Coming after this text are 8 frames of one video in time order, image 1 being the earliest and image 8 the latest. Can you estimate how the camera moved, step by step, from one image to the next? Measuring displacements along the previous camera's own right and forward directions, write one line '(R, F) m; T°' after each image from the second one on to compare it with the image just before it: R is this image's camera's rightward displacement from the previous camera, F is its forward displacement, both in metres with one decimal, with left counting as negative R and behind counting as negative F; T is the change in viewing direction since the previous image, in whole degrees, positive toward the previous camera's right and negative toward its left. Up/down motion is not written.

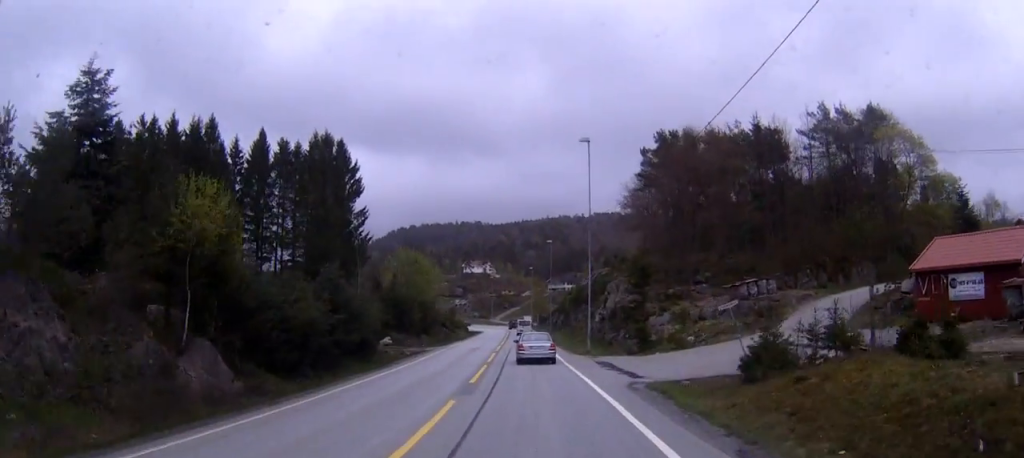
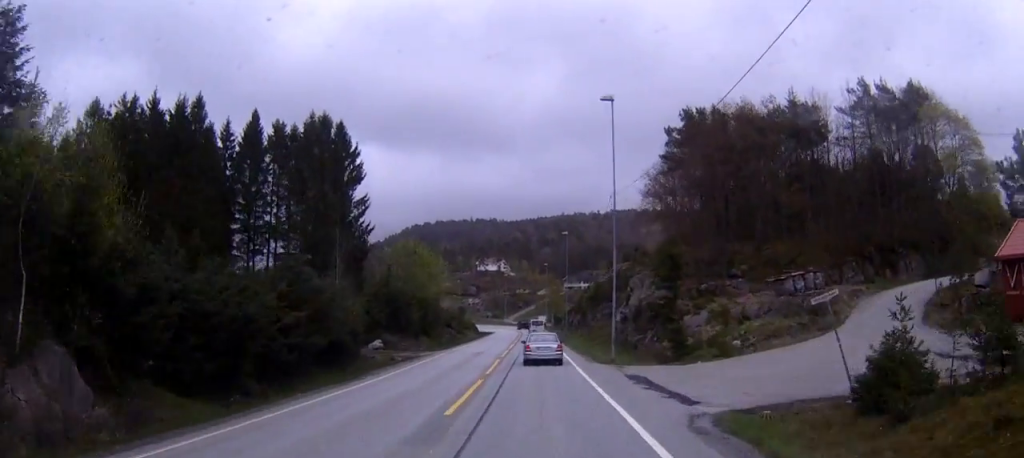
(-0.1, +7.5) m; -1°
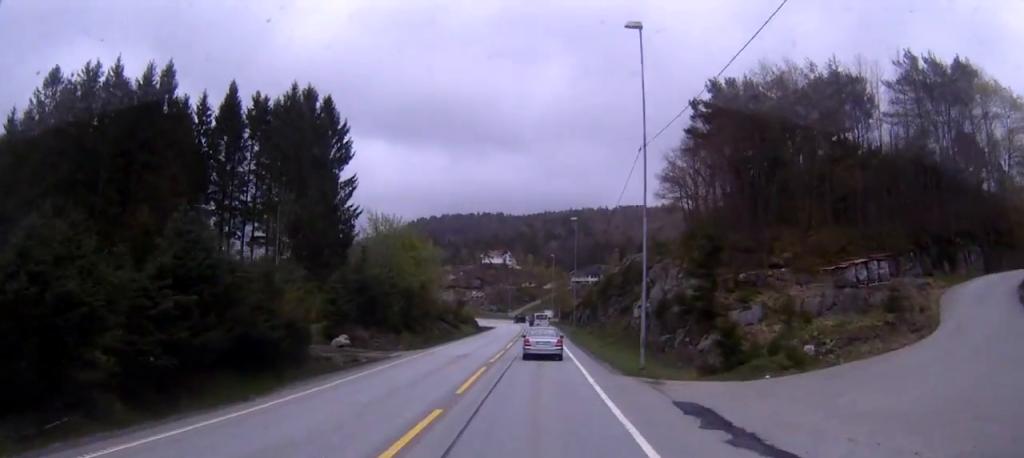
(-0.2, +9.2) m; -1°
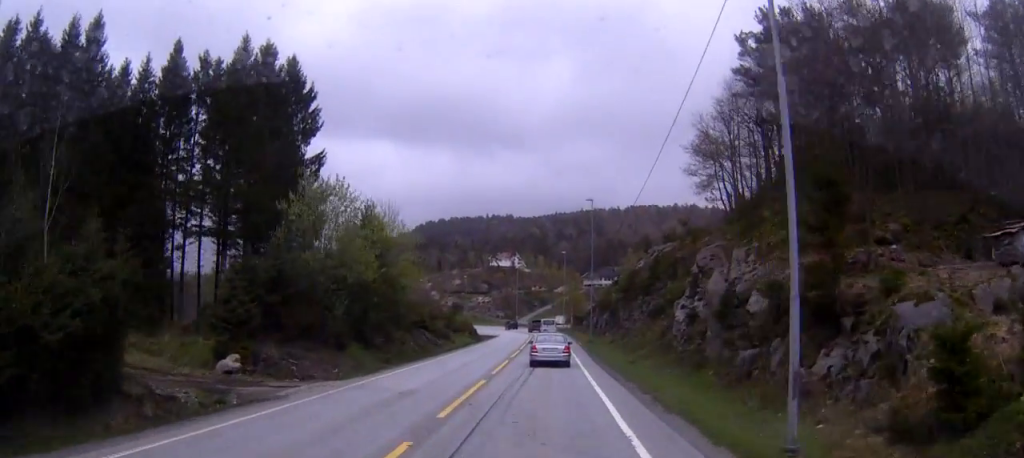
(-0.3, +15.0) m; -1°
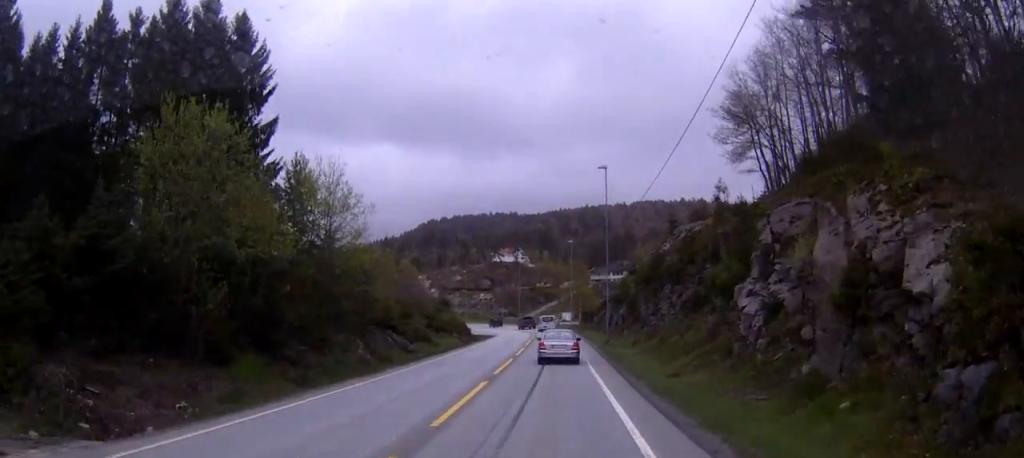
(0.0, +13.3) m; 0°
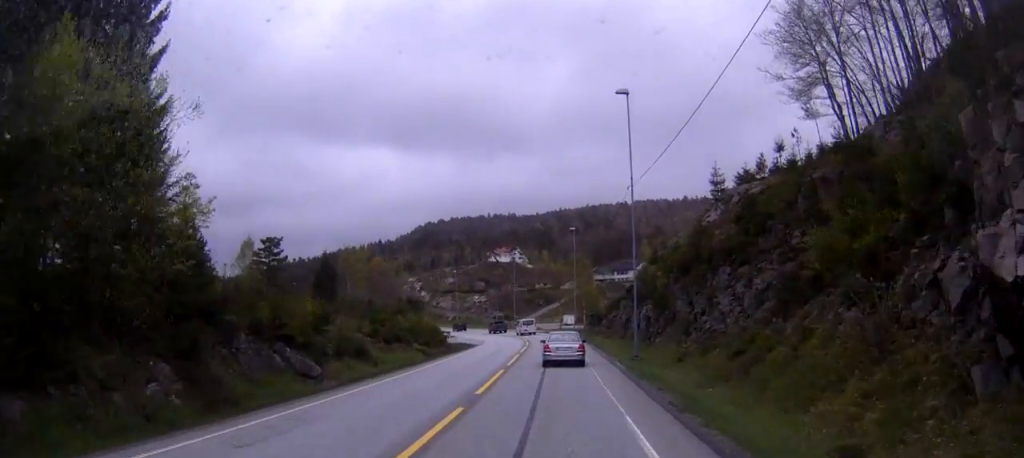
(+0.1, +18.1) m; 0°
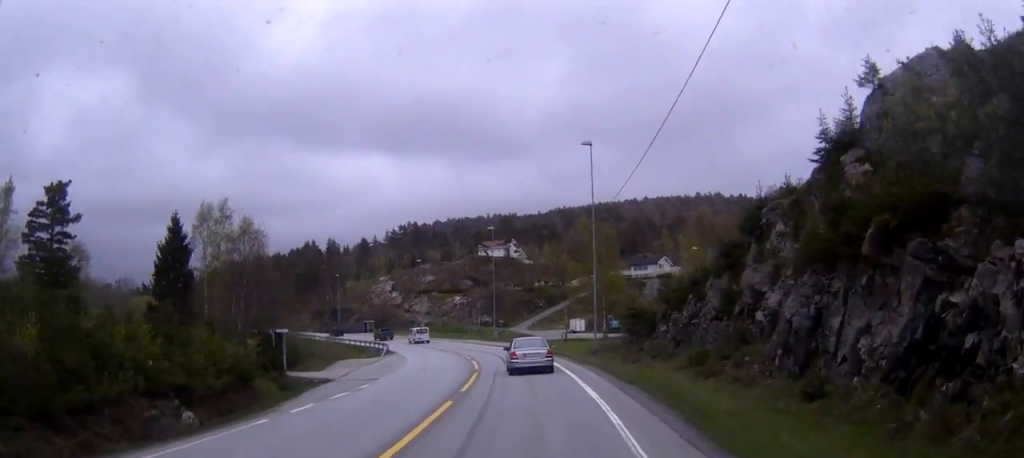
(0.0, +45.1) m; -3°
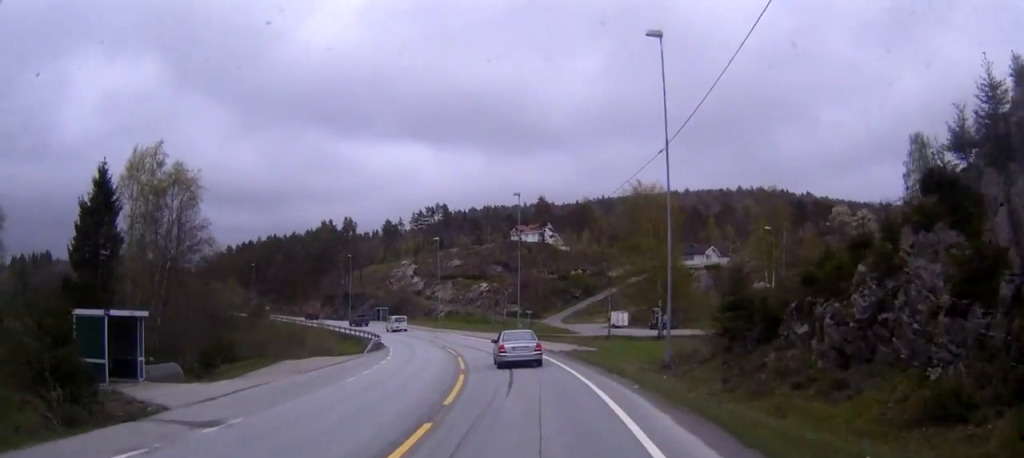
(-0.7, +16.9) m; -1°
